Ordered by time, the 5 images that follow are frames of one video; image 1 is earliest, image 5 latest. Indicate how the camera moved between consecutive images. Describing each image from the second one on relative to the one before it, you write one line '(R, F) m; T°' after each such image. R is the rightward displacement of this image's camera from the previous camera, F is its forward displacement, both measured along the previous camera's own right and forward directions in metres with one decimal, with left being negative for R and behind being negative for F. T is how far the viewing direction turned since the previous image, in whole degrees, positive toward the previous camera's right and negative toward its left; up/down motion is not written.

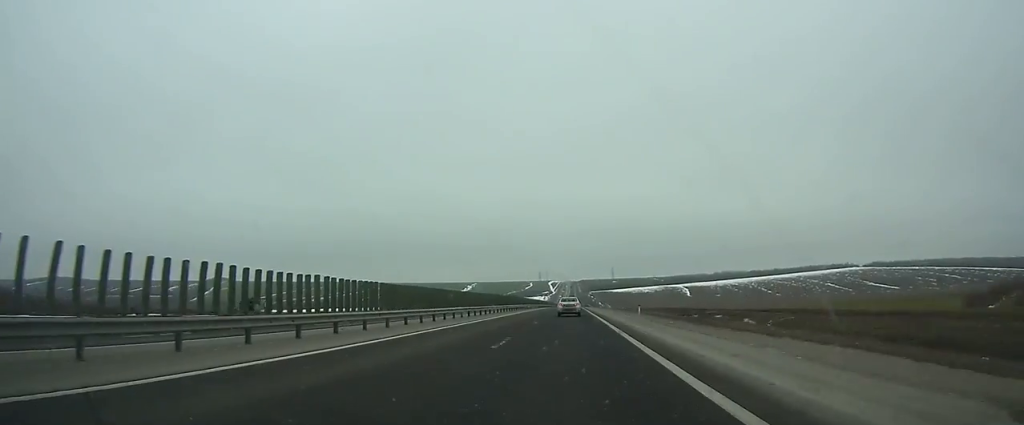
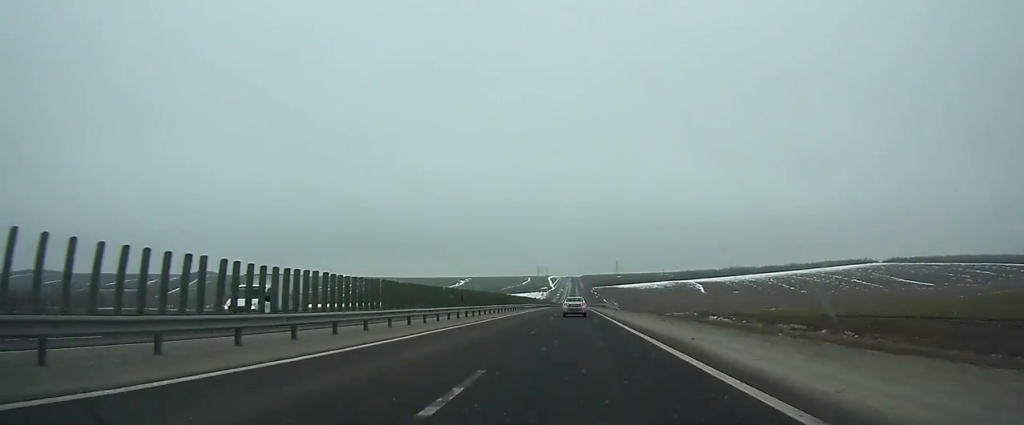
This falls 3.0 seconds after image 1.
(-0.2, +84.4) m; 0°
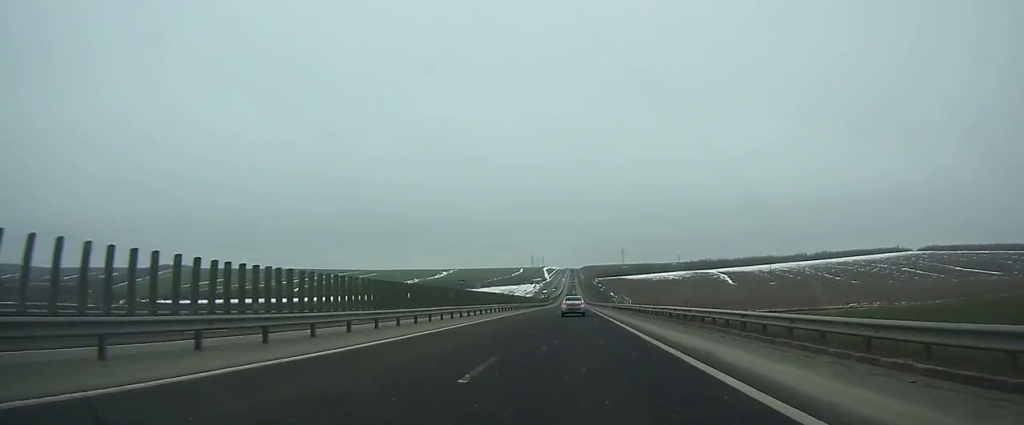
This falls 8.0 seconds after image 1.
(+0.3, +138.7) m; 0°
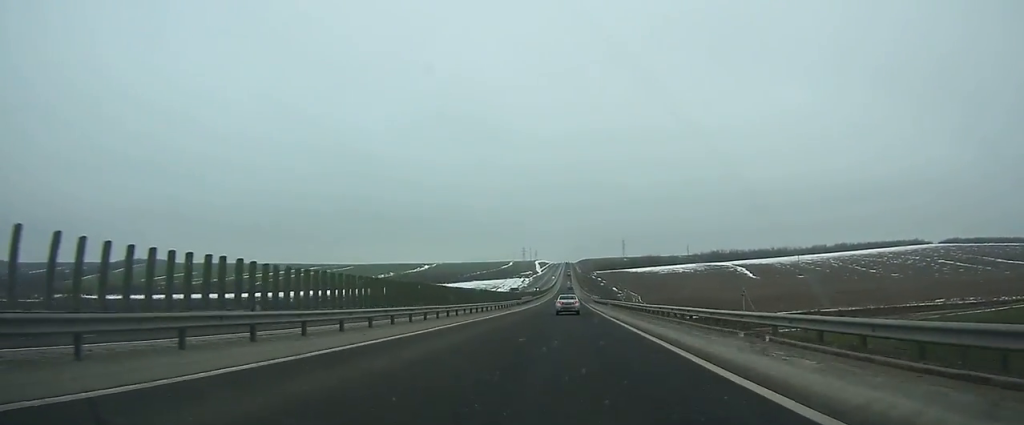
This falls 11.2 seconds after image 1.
(-0.4, +87.2) m; 0°
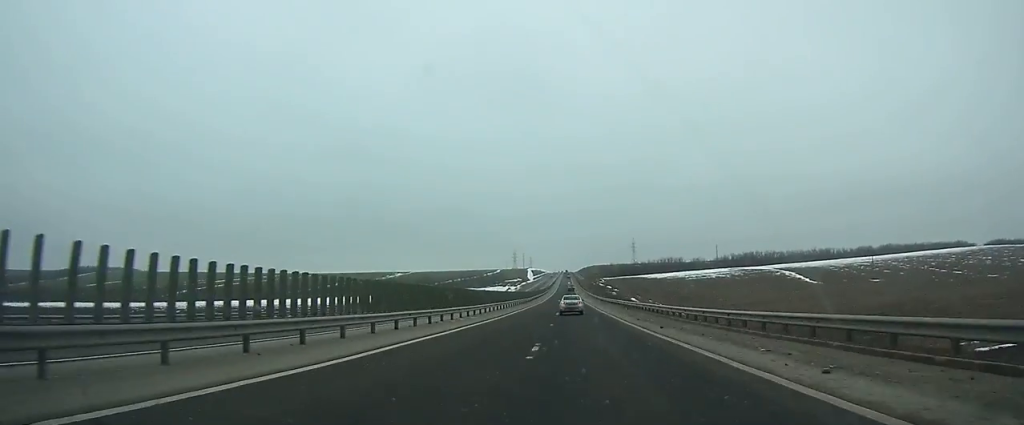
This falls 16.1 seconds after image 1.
(+0.4, +132.0) m; 0°
